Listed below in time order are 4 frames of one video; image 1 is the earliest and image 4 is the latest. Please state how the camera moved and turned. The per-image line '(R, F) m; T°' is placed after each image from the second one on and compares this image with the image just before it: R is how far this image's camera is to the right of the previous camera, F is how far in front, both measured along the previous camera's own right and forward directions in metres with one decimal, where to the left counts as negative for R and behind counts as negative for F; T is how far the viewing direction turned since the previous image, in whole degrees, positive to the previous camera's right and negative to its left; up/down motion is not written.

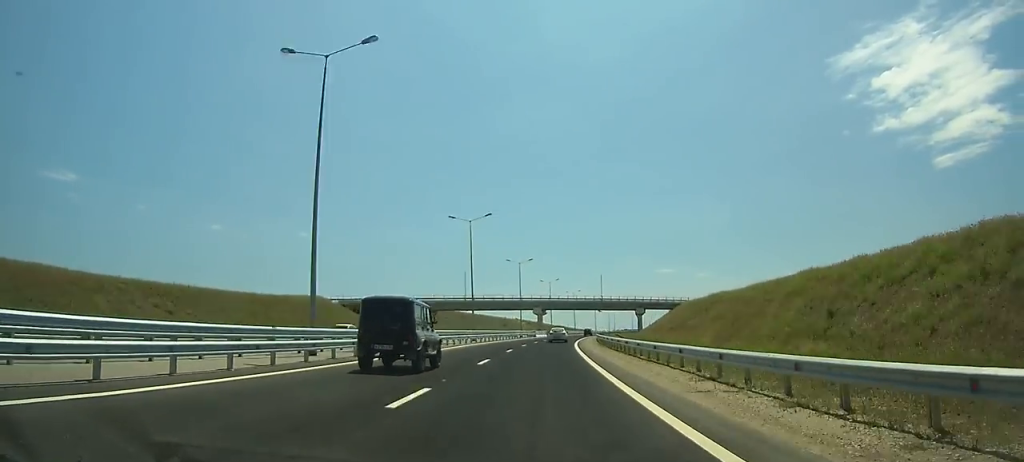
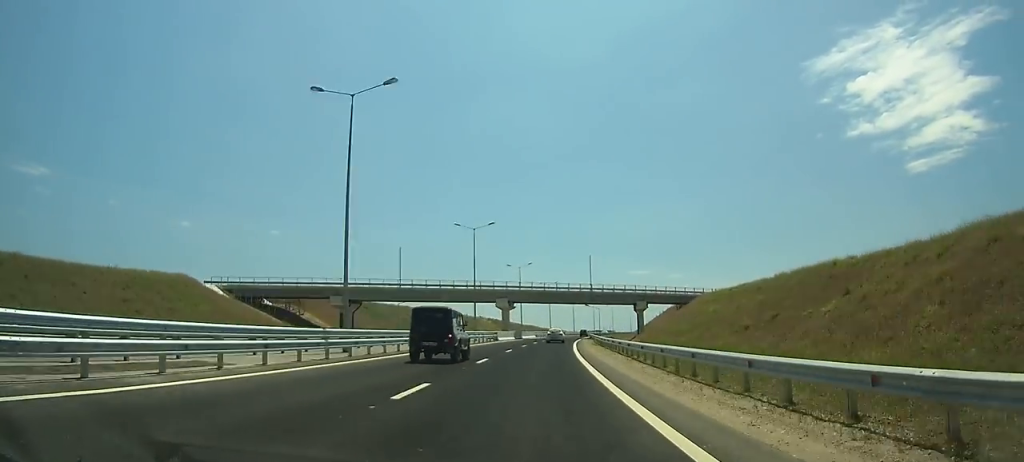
(+0.4, +34.9) m; +3°
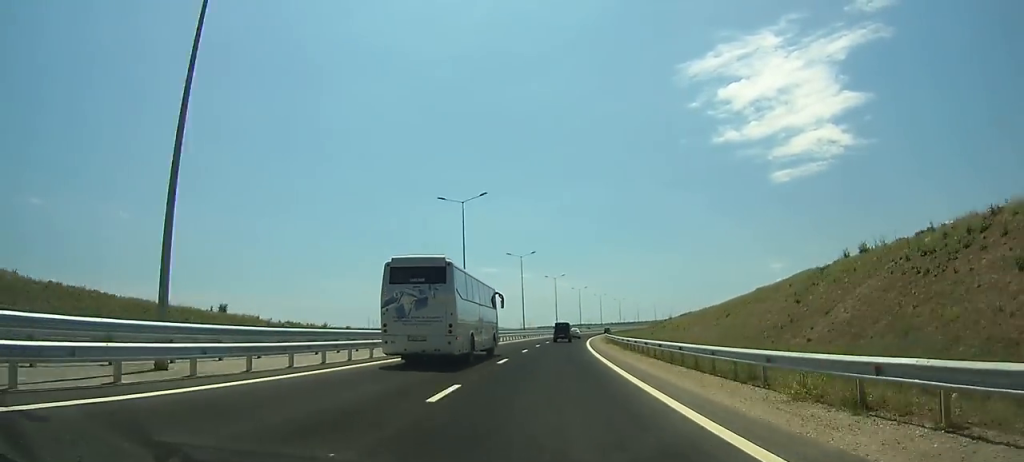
(+27.9, +214.0) m; +15°
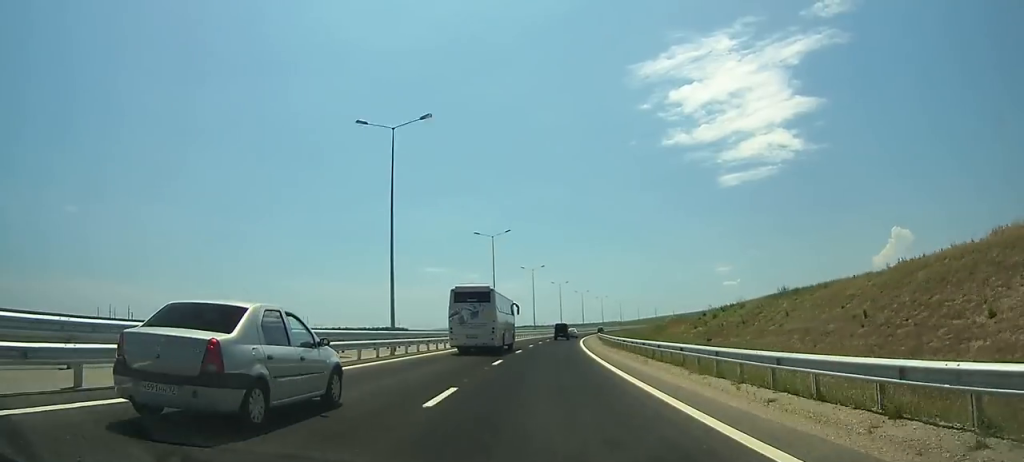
(+2.2, +60.7) m; +5°
